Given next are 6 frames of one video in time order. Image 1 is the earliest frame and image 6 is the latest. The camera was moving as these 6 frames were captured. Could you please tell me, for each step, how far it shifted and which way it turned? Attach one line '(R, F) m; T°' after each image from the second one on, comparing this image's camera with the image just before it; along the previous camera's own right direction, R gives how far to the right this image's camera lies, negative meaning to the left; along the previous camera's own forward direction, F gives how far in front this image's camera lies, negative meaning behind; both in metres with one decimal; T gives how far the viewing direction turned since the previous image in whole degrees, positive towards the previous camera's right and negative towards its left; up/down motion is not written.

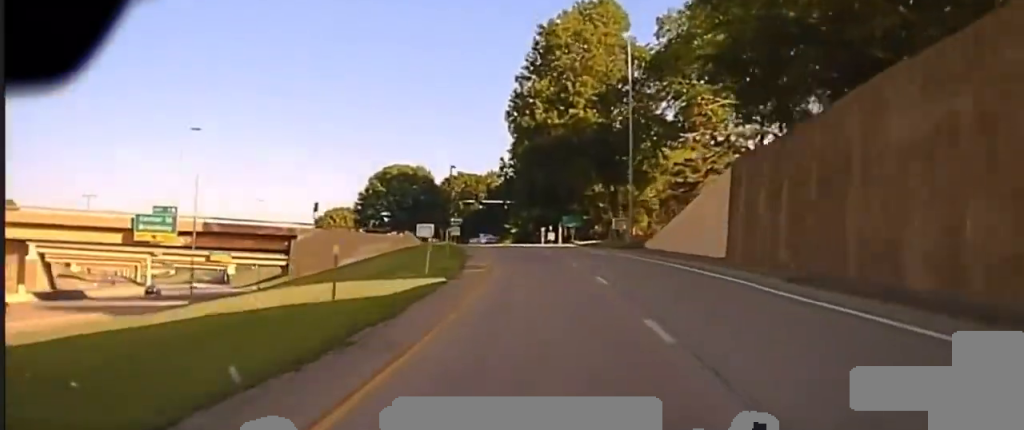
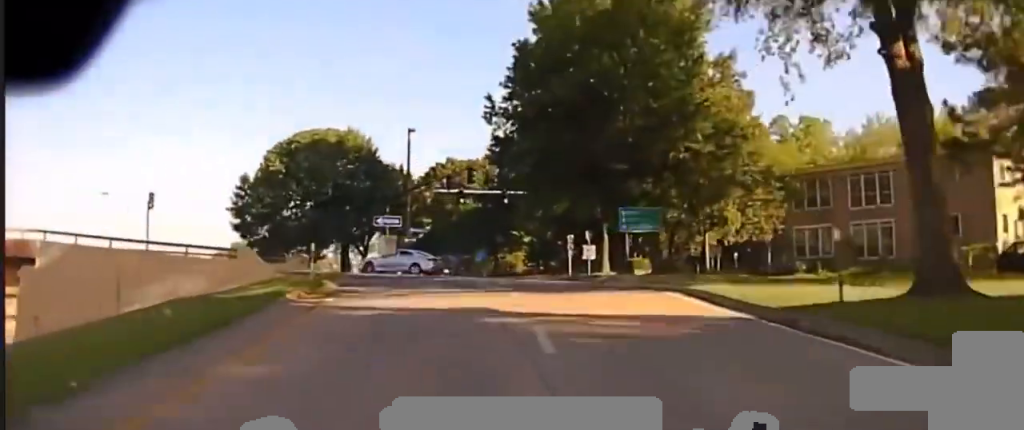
(-0.3, +51.2) m; -1°
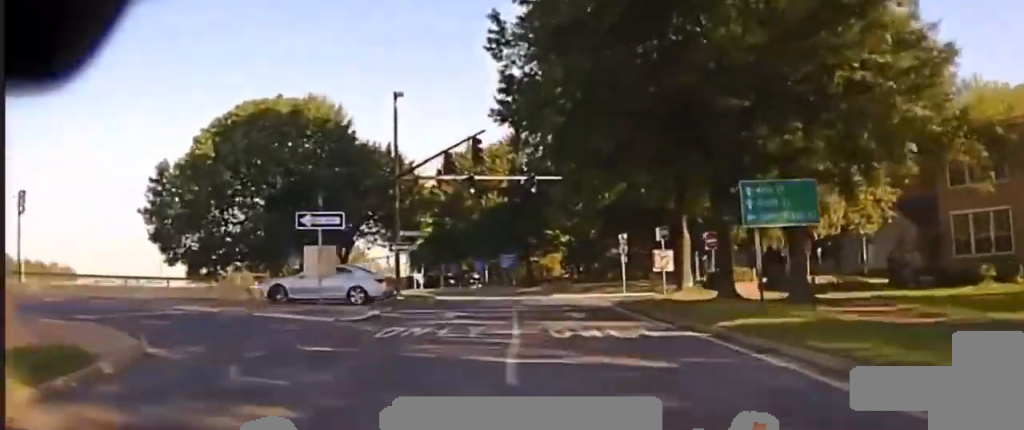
(-0.2, +19.3) m; -2°
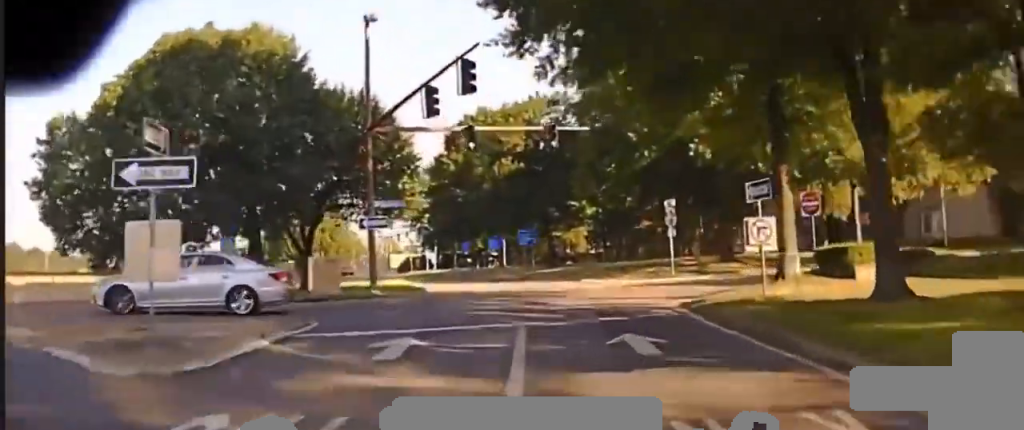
(+0.1, +12.6) m; -2°
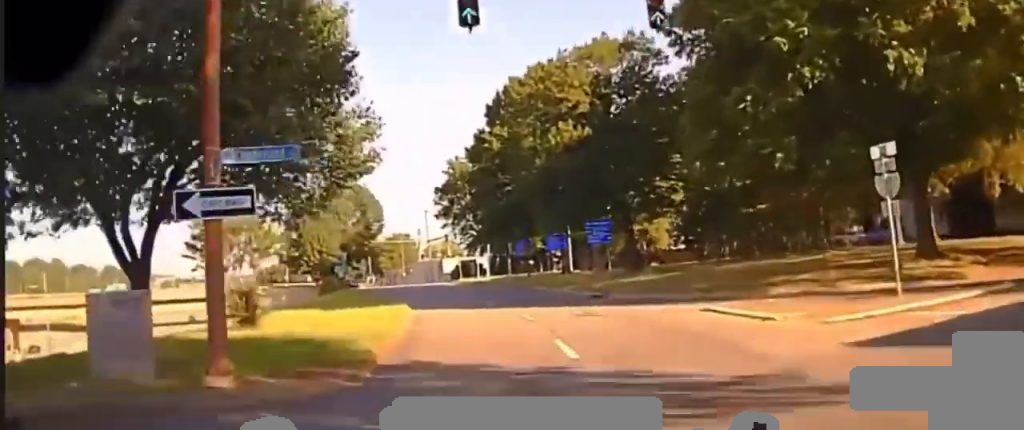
(-0.9, +19.9) m; -7°
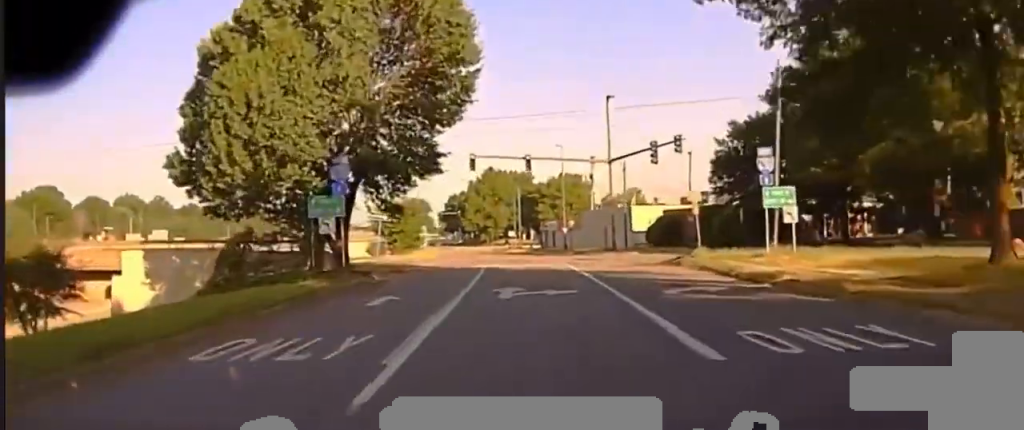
(-5.1, +71.9) m; -4°
